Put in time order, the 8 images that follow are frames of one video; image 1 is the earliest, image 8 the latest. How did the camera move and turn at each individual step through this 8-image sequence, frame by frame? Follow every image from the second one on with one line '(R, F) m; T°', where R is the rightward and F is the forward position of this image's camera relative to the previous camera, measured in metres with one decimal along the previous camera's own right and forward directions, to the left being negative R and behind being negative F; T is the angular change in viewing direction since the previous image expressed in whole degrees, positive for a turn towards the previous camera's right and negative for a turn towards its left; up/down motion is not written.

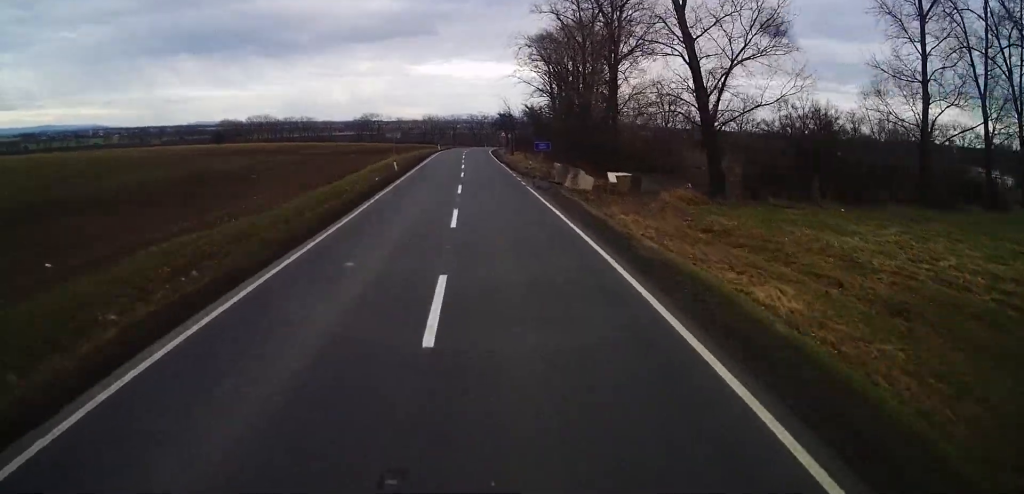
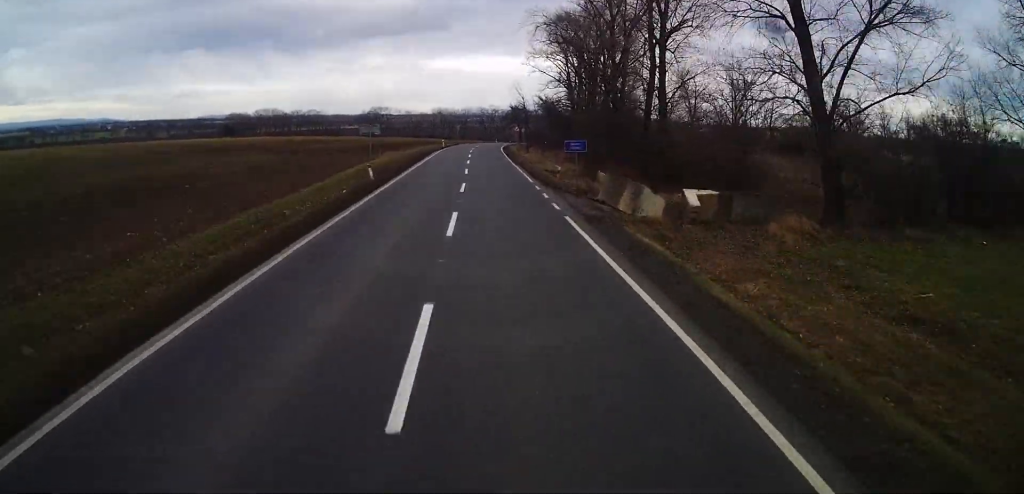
(+0.1, +7.8) m; -2°
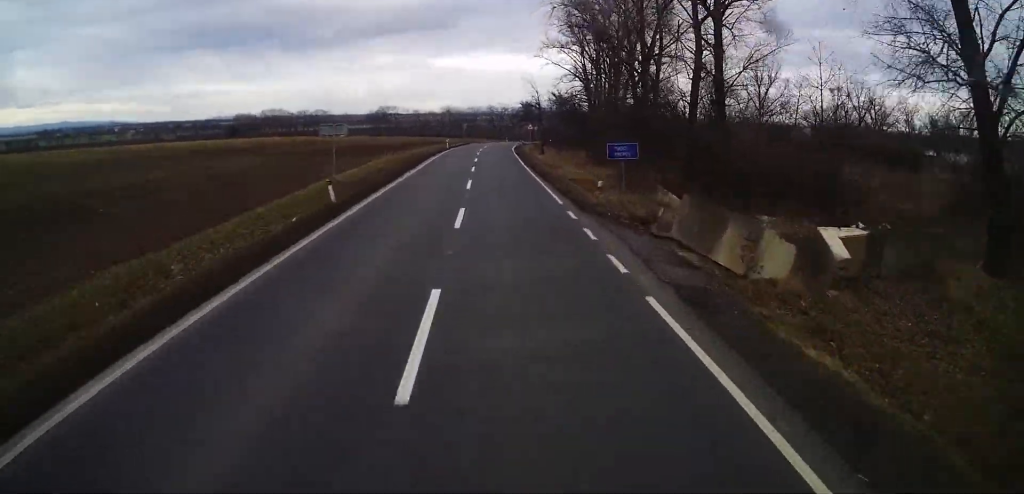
(0.0, +7.0) m; -1°
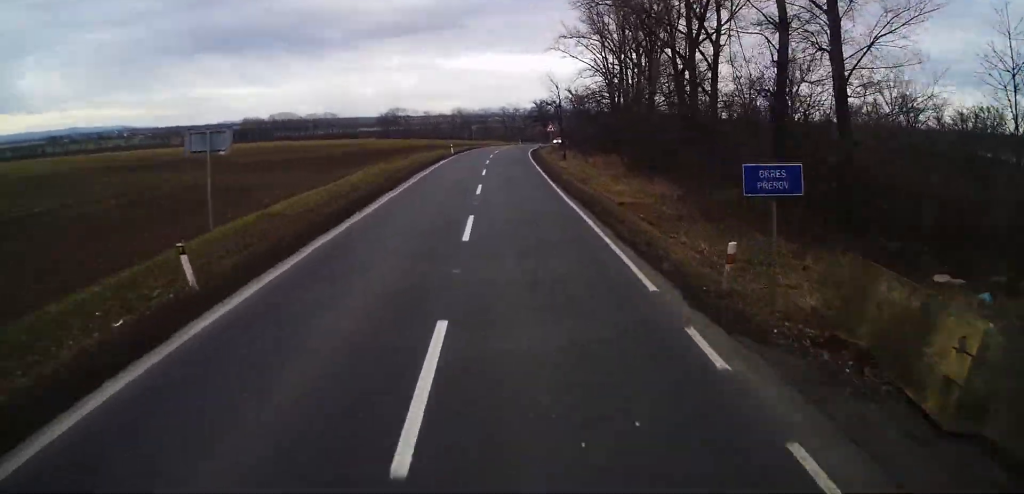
(-0.3, +11.7) m; -1°
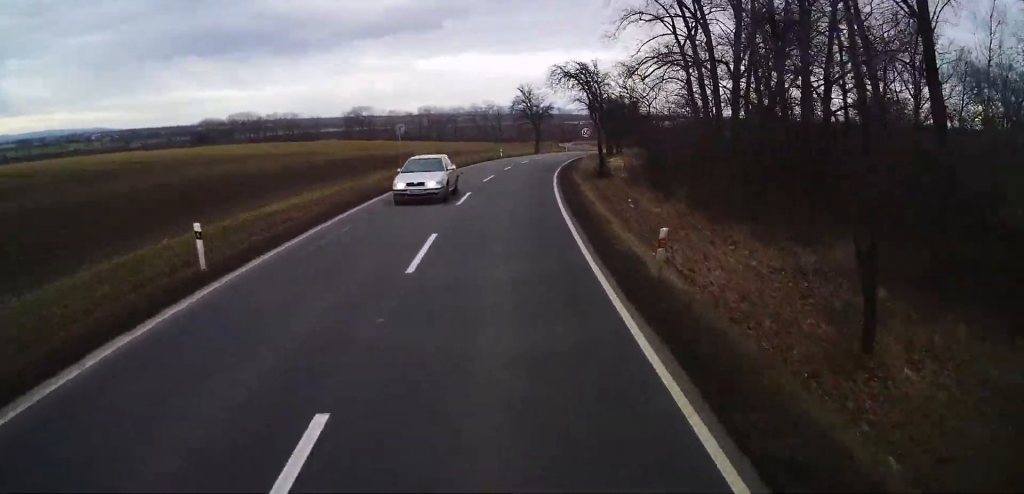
(-0.4, +51.3) m; 0°
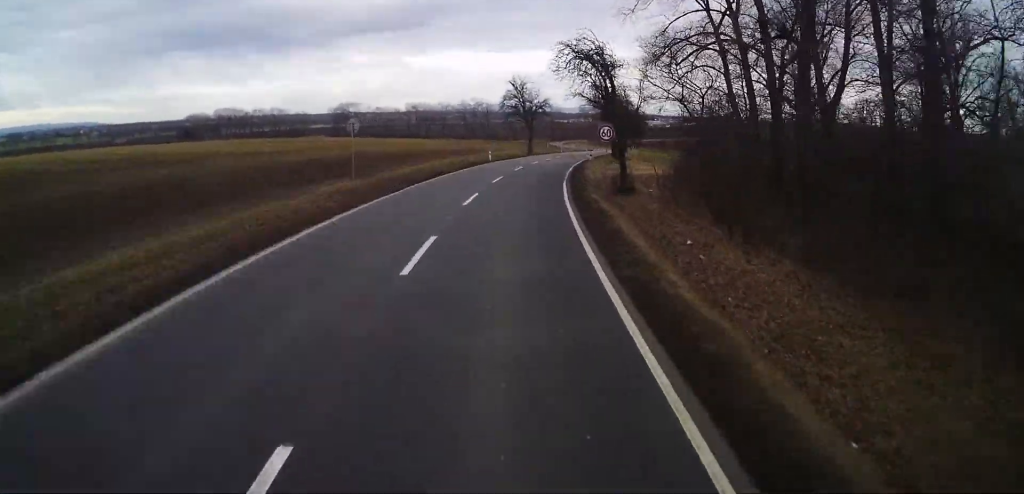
(-0.2, +10.0) m; 0°
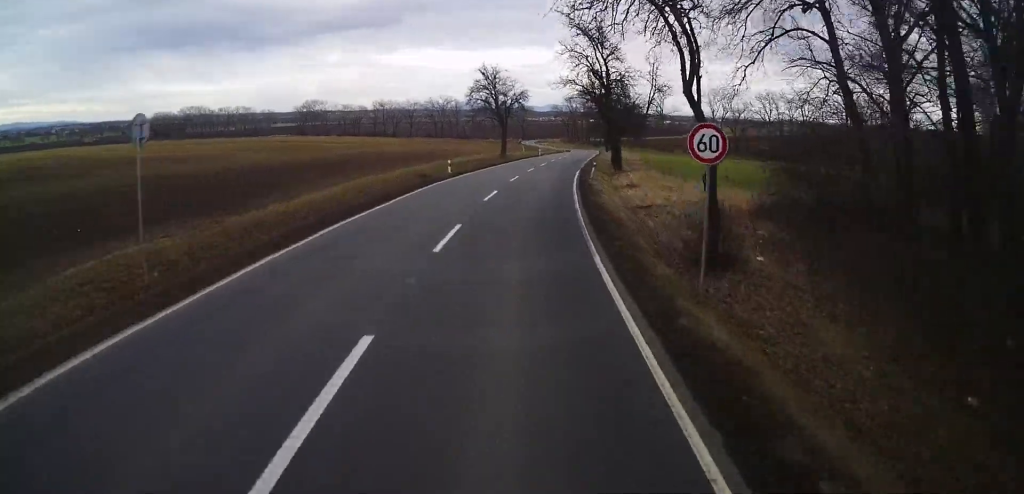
(0.0, +15.7) m; +1°
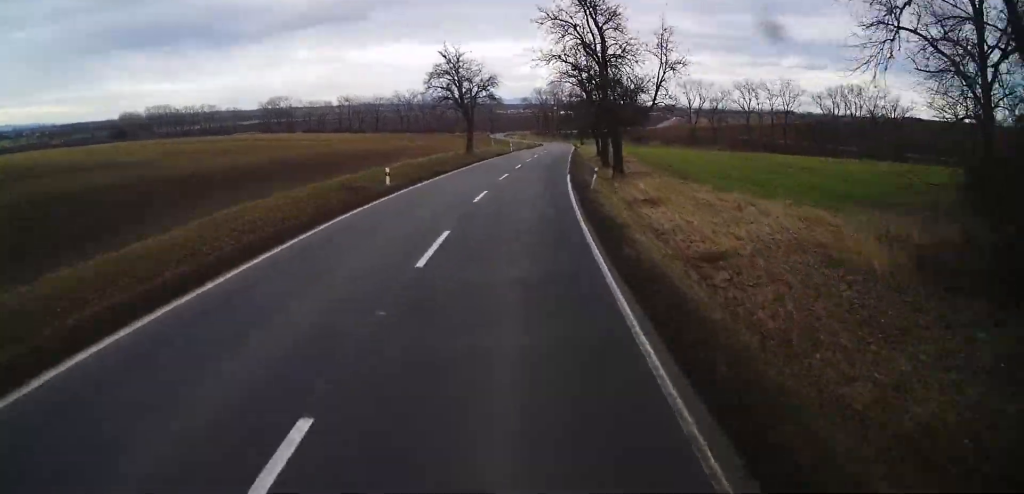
(0.0, +11.0) m; +2°
